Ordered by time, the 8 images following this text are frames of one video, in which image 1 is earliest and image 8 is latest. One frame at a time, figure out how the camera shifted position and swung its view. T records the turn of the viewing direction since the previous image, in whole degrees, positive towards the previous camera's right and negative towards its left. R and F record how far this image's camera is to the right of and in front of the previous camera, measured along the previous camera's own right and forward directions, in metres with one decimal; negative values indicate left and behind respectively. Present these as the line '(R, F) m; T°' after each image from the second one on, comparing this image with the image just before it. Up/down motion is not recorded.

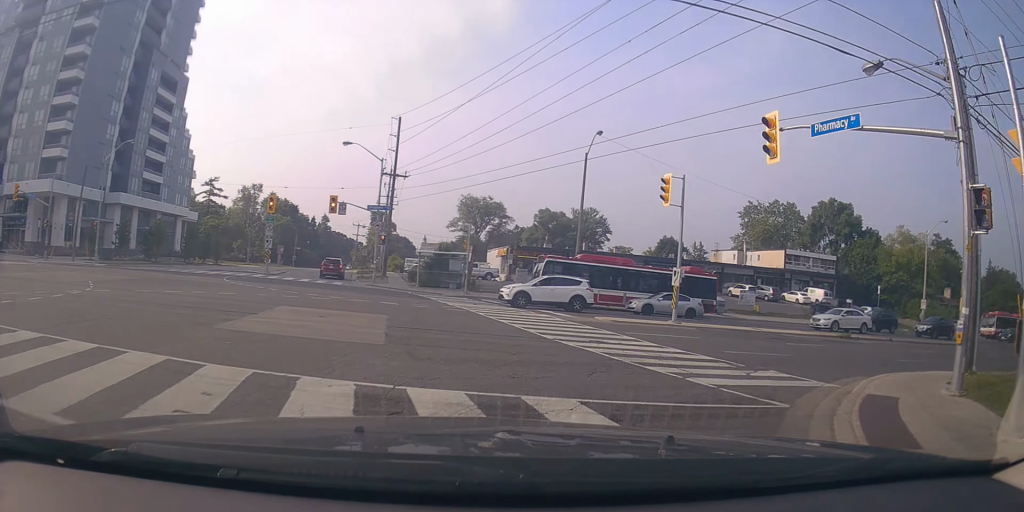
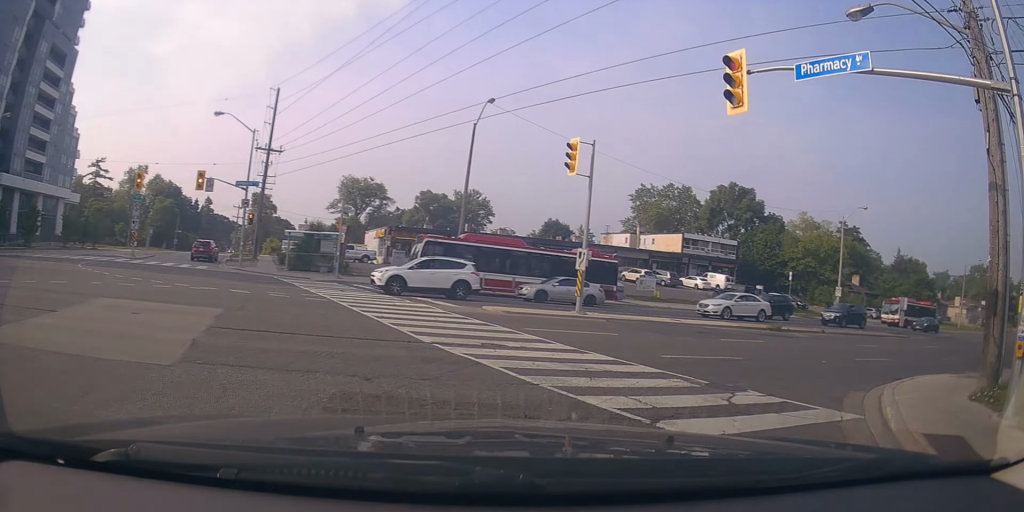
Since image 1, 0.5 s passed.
(+0.3, +4.1) m; +12°
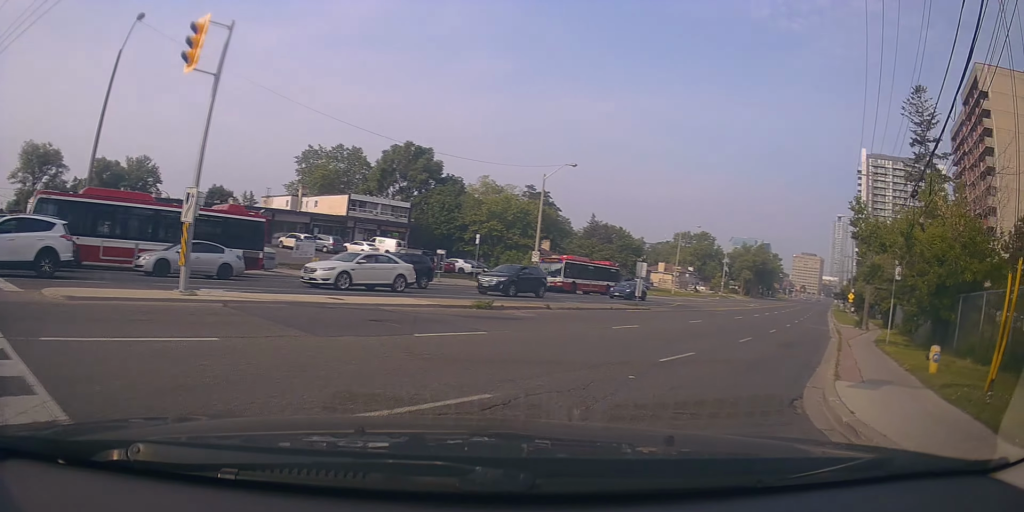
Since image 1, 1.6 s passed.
(+1.9, +7.1) m; +33°
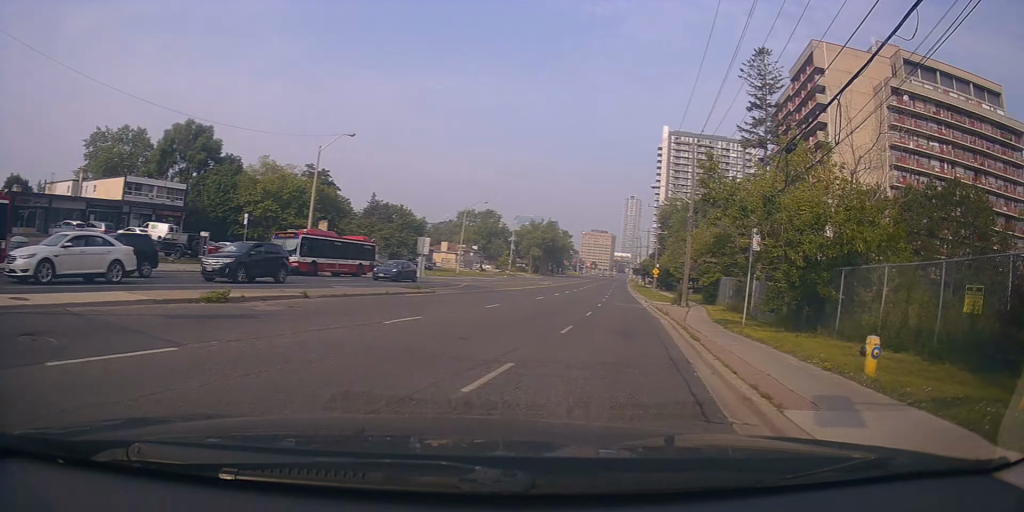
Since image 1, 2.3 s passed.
(+1.0, +4.7) m; +19°
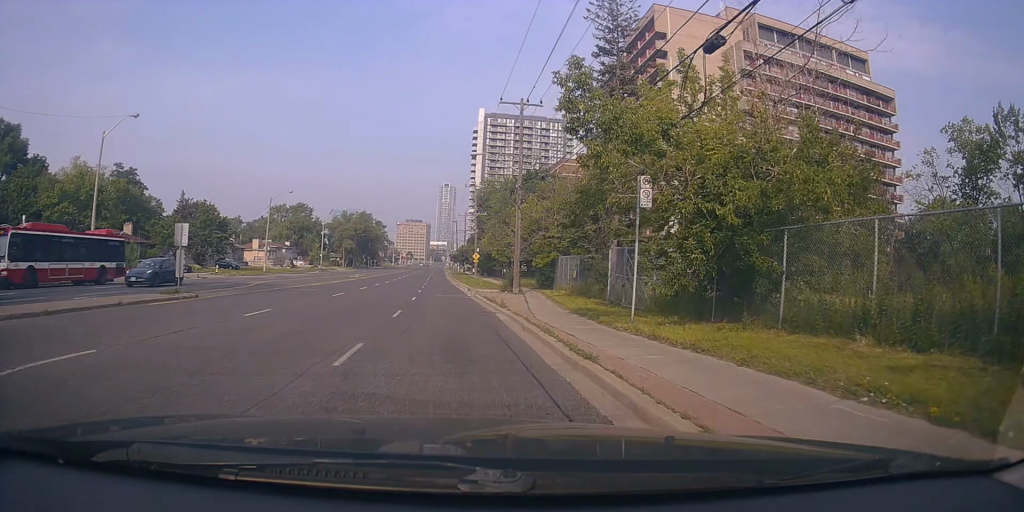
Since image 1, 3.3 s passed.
(+0.8, +7.0) m; +16°
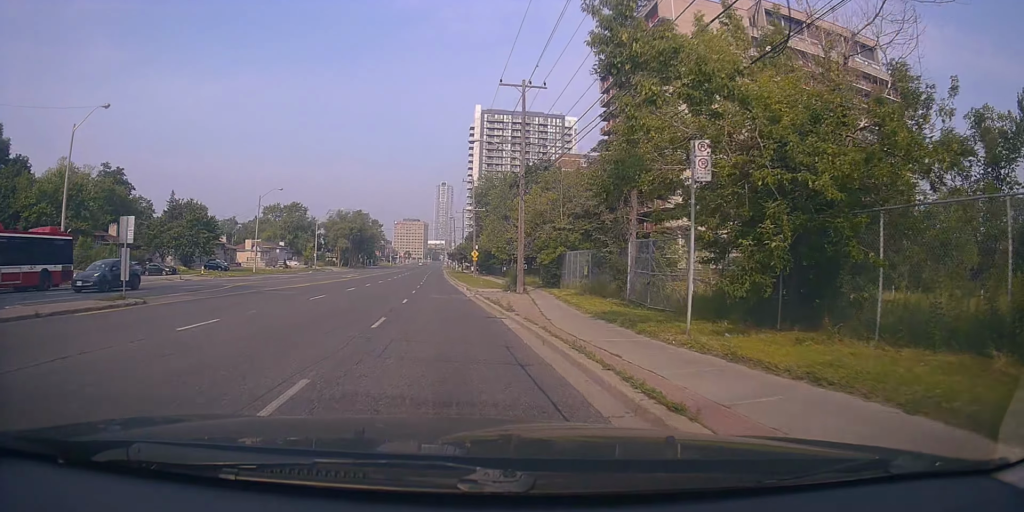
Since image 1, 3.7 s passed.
(+0.7, +3.6) m; +3°
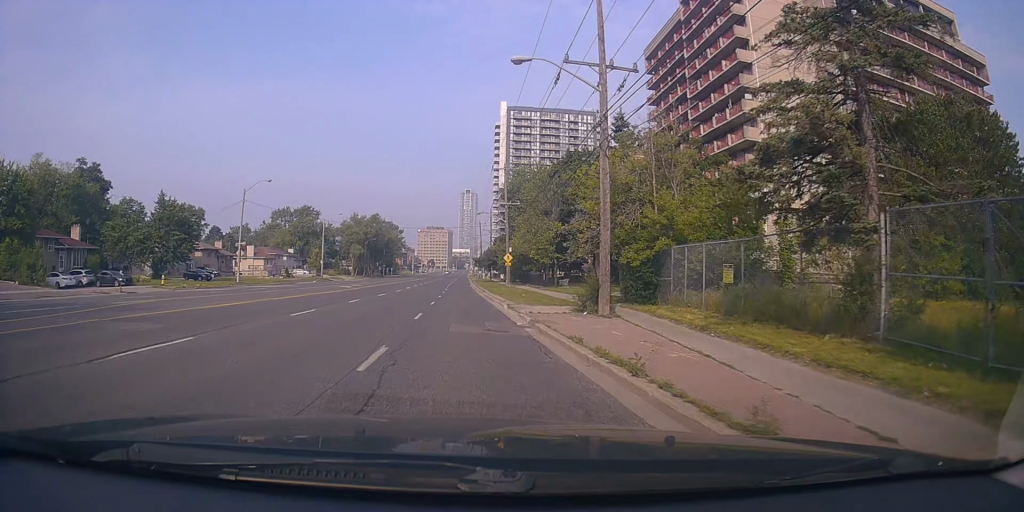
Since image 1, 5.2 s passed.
(0.0, +14.1) m; -5°
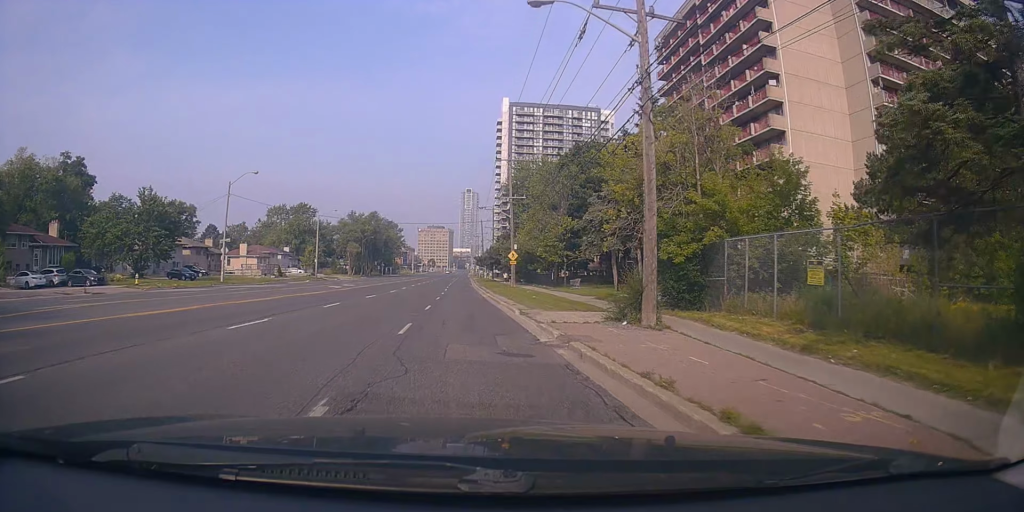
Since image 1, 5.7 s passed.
(-0.2, +4.6) m; +1°
